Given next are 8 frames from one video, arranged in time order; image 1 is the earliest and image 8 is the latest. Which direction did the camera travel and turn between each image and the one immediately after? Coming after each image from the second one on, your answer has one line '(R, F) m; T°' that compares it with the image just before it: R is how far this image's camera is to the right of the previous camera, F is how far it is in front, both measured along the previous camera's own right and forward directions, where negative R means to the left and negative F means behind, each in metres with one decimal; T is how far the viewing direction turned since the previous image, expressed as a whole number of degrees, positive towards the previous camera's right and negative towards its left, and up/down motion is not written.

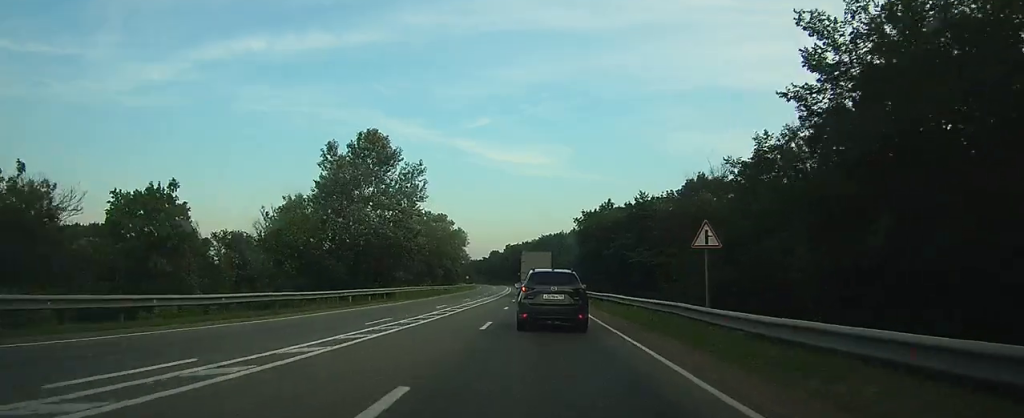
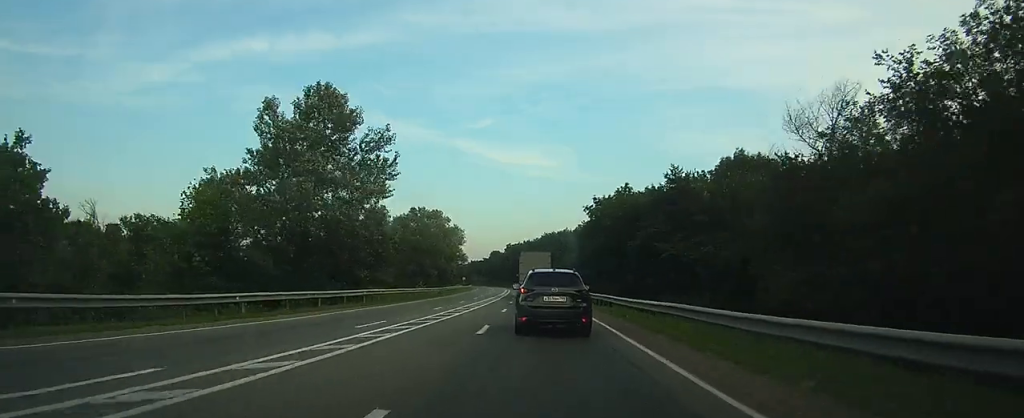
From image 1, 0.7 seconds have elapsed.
(-0.2, +13.4) m; -1°
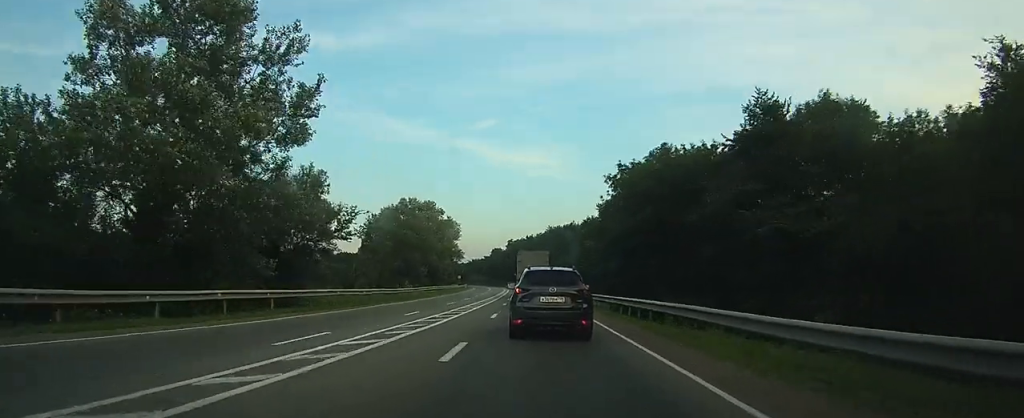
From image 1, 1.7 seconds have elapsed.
(0.0, +17.9) m; 0°
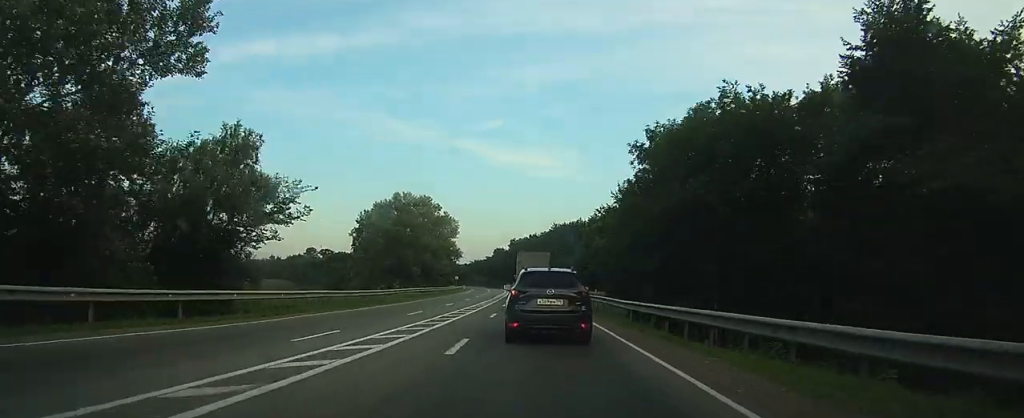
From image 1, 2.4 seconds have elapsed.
(0.0, +11.1) m; 0°
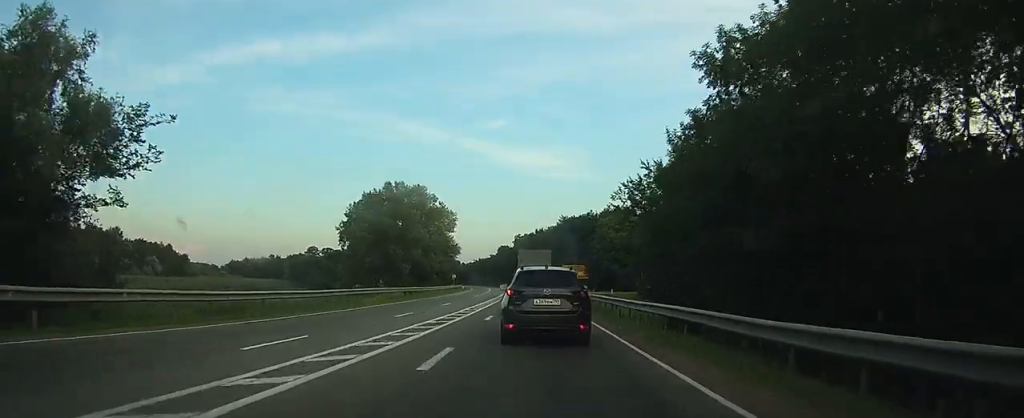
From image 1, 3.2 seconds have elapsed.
(0.0, +14.5) m; 0°
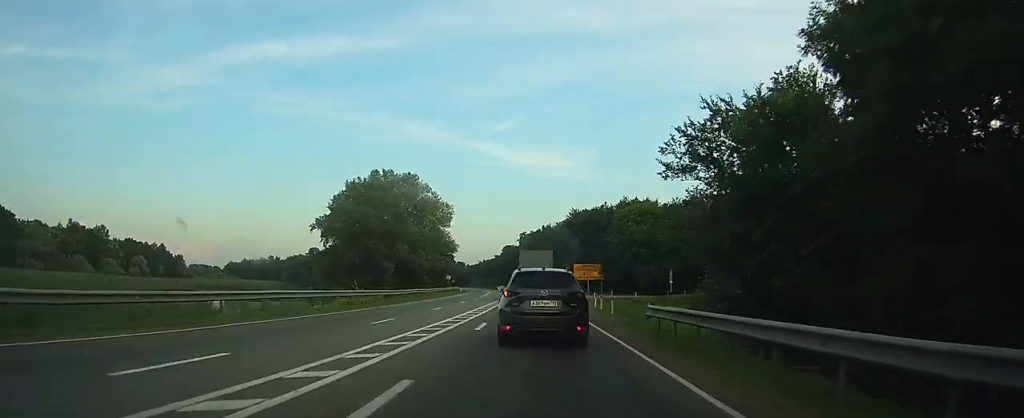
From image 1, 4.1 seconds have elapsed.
(0.0, +16.0) m; -1°
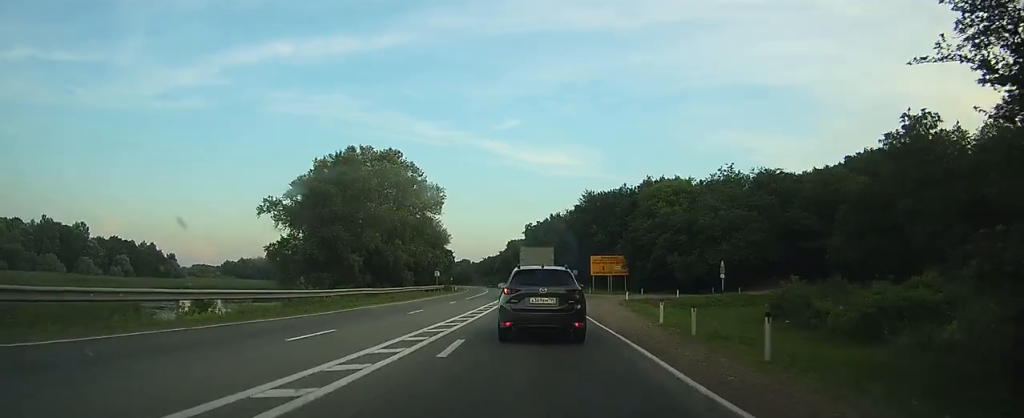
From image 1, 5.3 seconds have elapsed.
(-0.1, +19.2) m; -1°
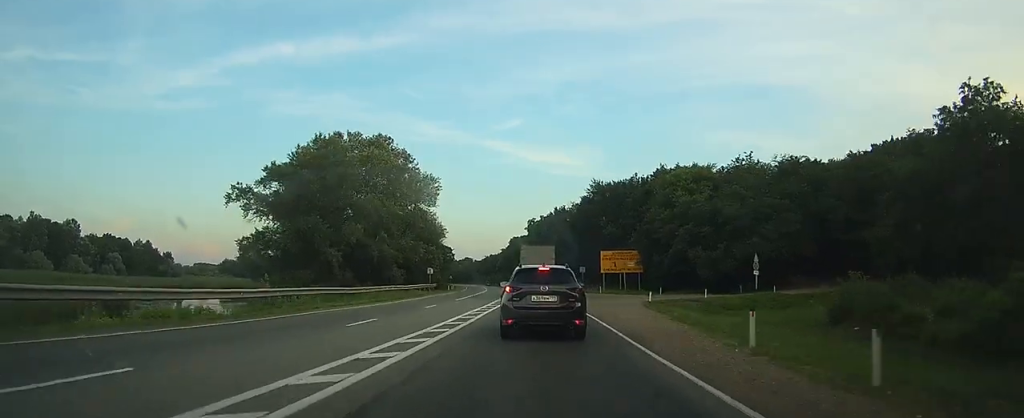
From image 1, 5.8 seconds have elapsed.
(0.0, +8.4) m; 0°
